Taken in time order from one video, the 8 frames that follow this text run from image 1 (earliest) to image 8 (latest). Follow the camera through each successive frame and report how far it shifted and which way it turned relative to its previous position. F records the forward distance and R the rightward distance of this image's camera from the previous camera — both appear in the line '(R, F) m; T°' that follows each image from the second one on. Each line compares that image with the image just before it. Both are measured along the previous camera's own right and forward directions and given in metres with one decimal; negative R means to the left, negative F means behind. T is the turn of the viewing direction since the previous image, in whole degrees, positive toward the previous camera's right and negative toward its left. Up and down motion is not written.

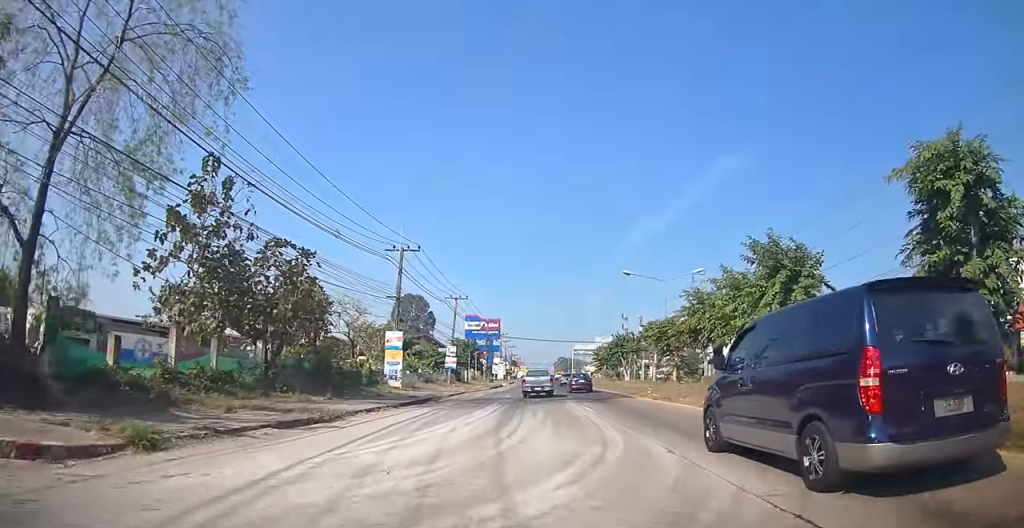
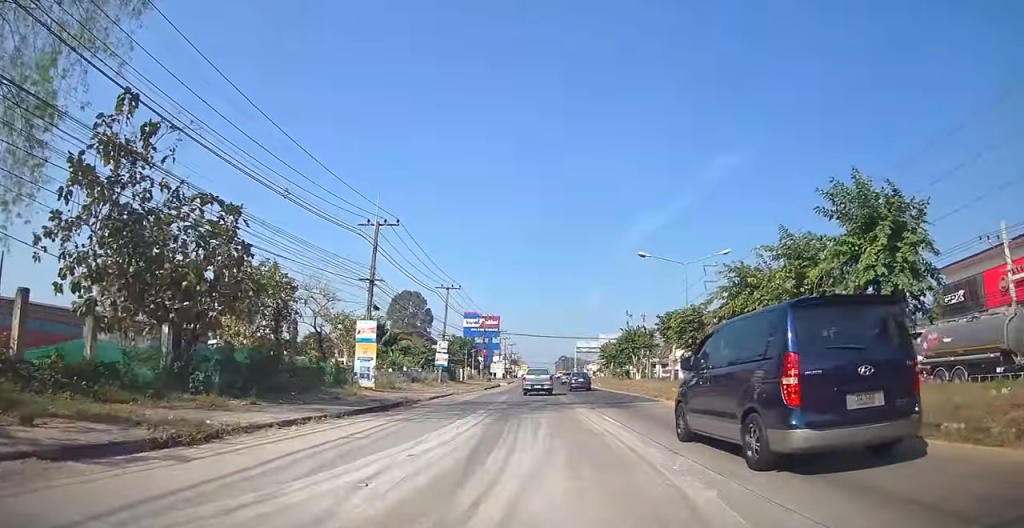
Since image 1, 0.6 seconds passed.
(0.0, +6.6) m; 0°
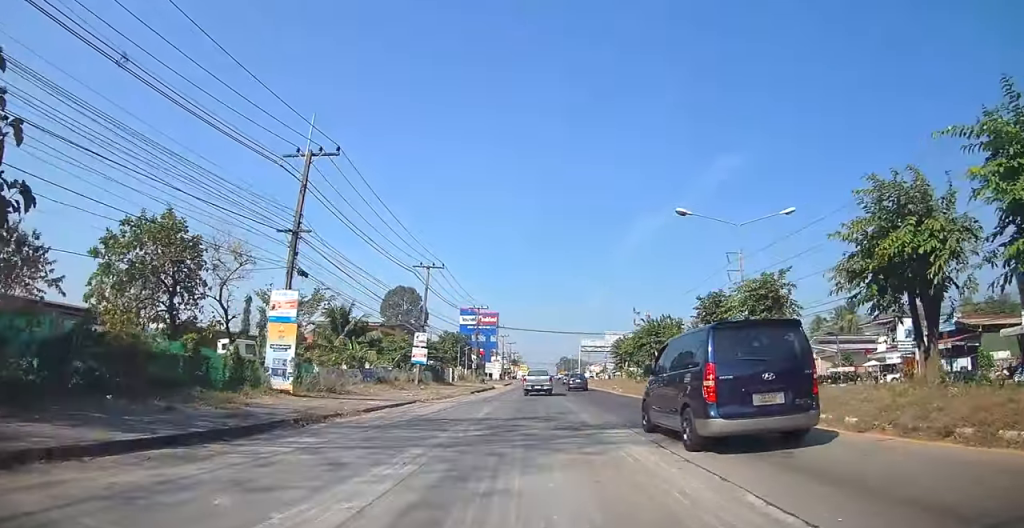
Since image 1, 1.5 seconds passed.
(0.0, +11.0) m; 0°
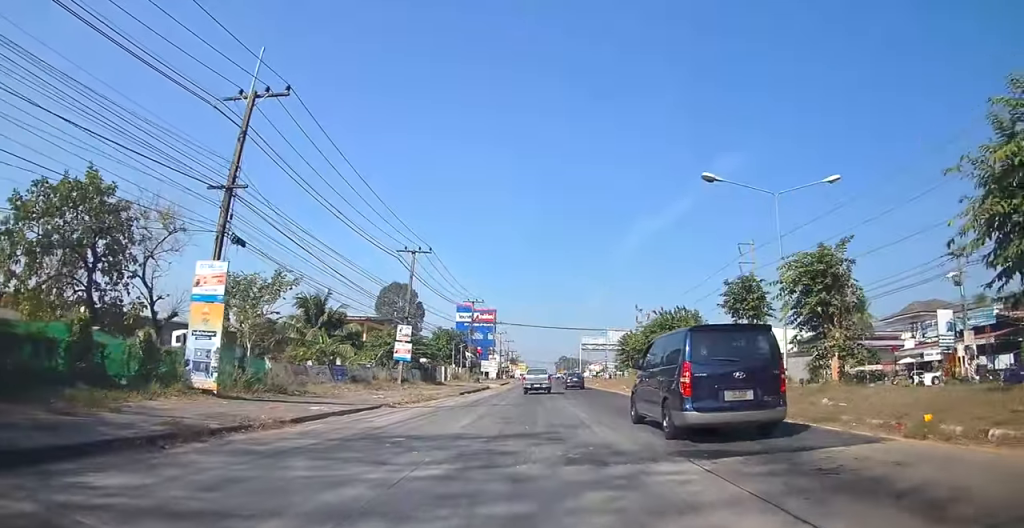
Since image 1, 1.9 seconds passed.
(0.0, +5.3) m; 0°
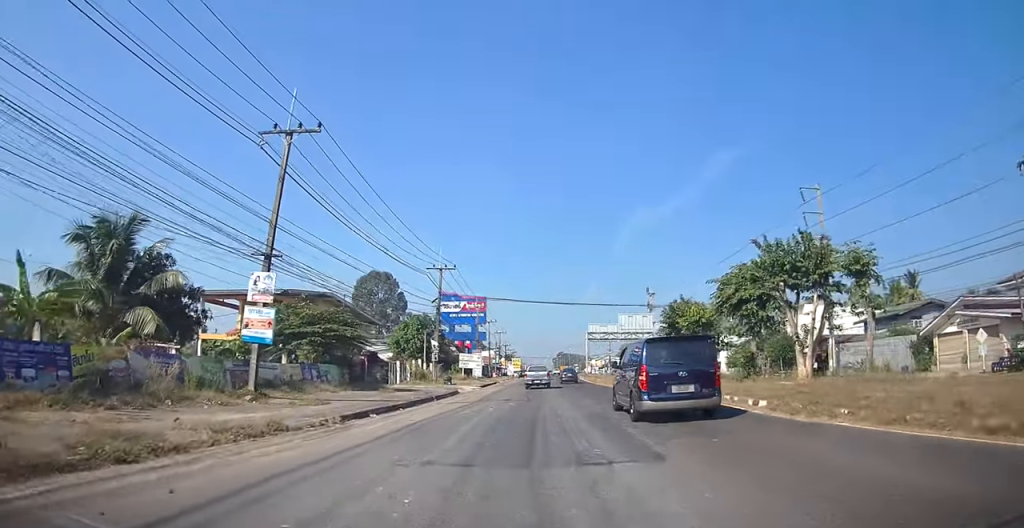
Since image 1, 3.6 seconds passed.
(+0.1, +21.3) m; +1°
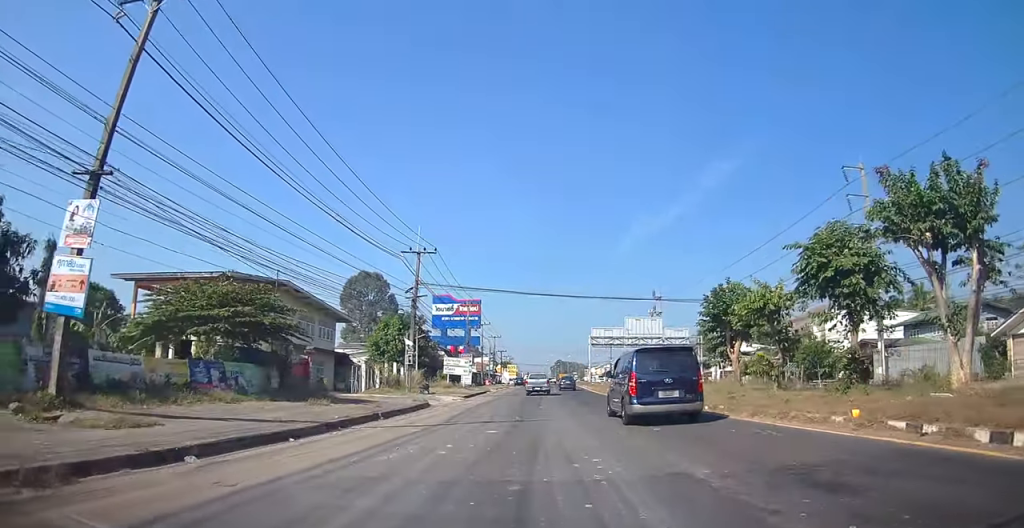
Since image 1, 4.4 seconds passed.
(0.0, +9.4) m; 0°
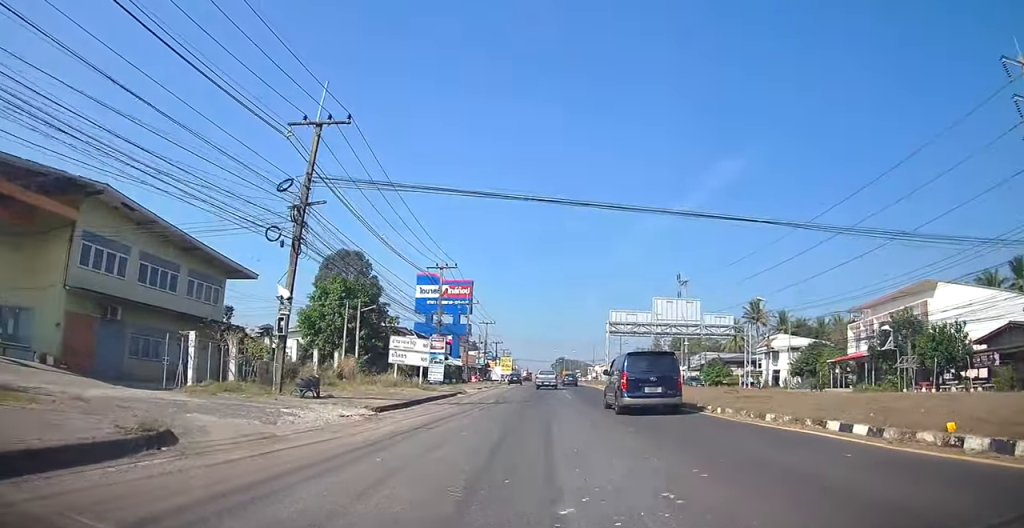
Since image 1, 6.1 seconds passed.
(-0.5, +20.9) m; -1°
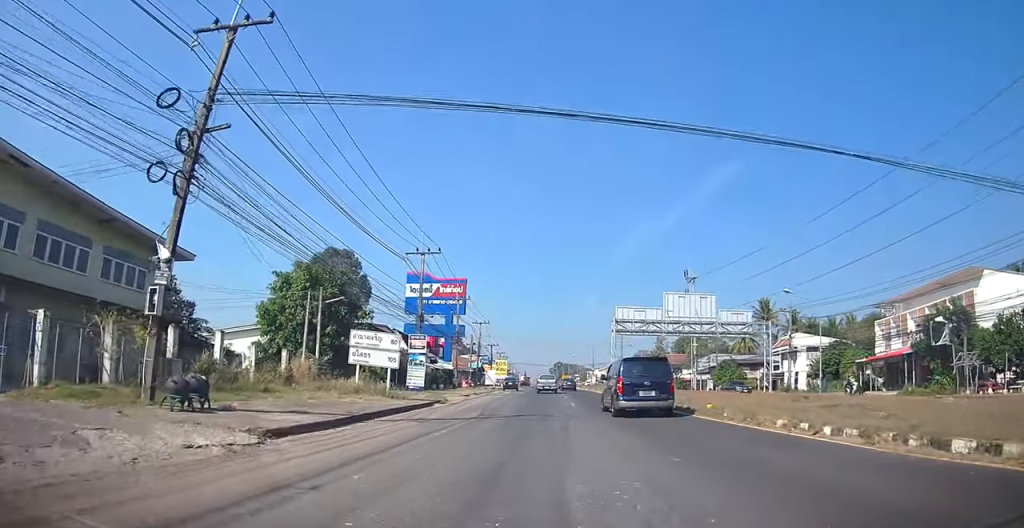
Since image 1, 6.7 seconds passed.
(+0.1, +7.0) m; +1°
